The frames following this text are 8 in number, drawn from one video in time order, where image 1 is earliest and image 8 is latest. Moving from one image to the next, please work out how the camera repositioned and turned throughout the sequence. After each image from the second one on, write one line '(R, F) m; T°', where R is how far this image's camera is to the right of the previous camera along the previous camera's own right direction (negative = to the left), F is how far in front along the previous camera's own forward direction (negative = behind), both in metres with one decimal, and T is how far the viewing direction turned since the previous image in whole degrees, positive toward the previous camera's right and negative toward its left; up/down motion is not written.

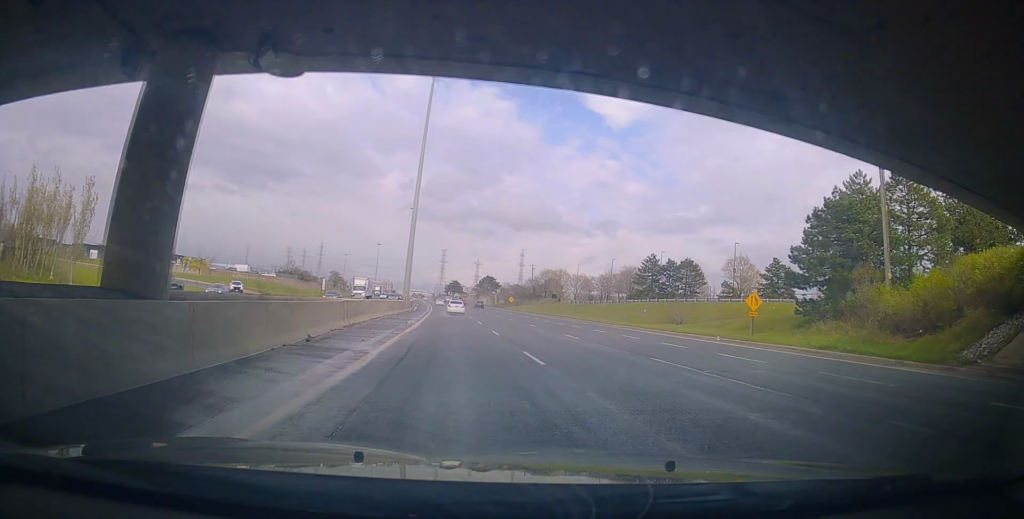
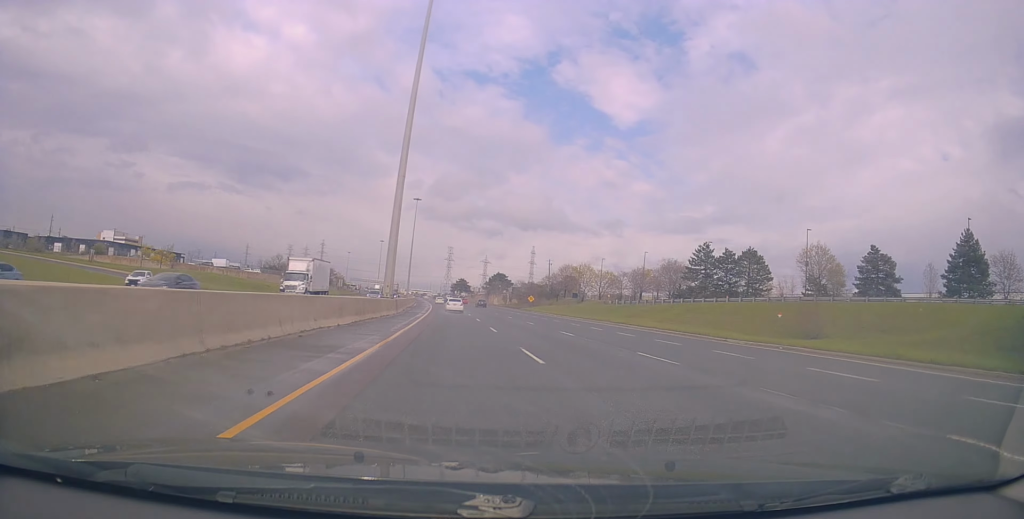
(-0.2, +23.5) m; -1°
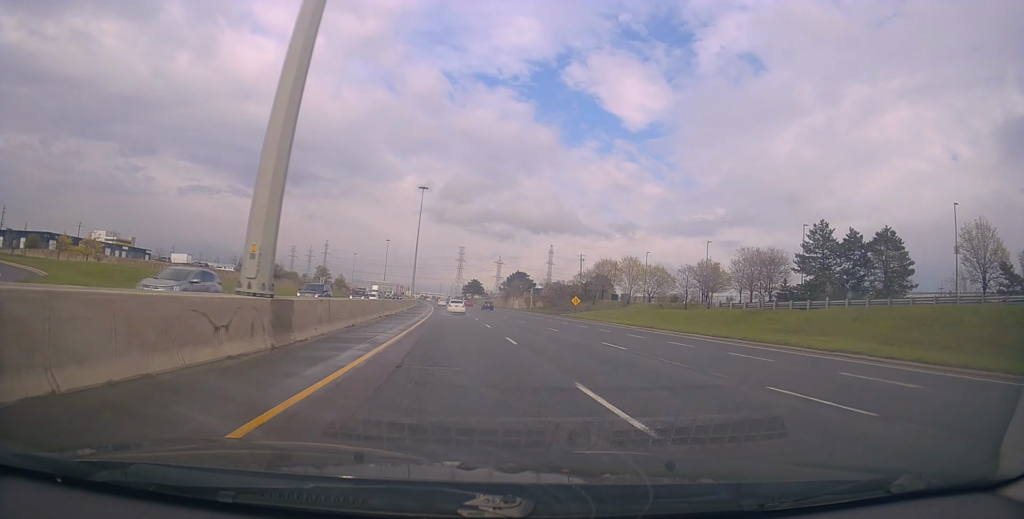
(-0.6, +31.5) m; -1°
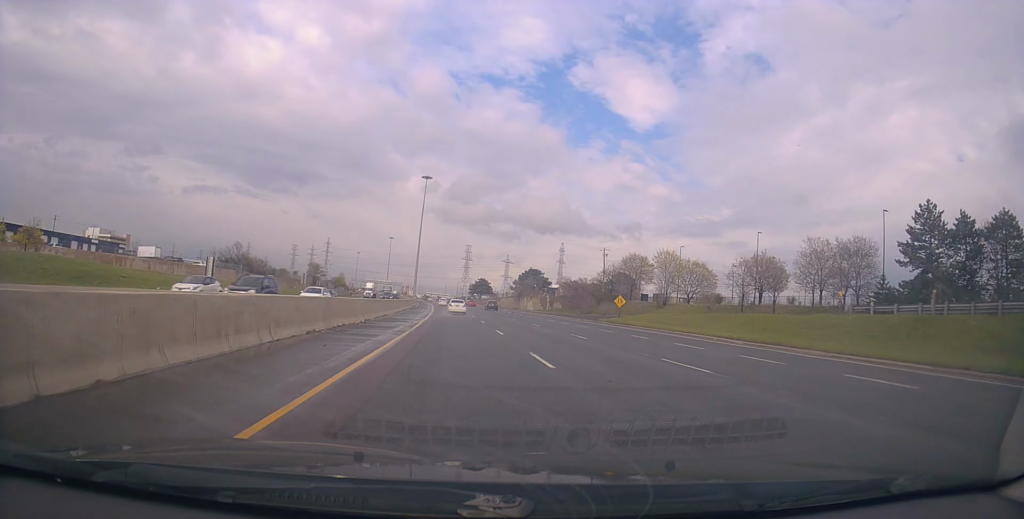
(-0.5, +17.8) m; 0°
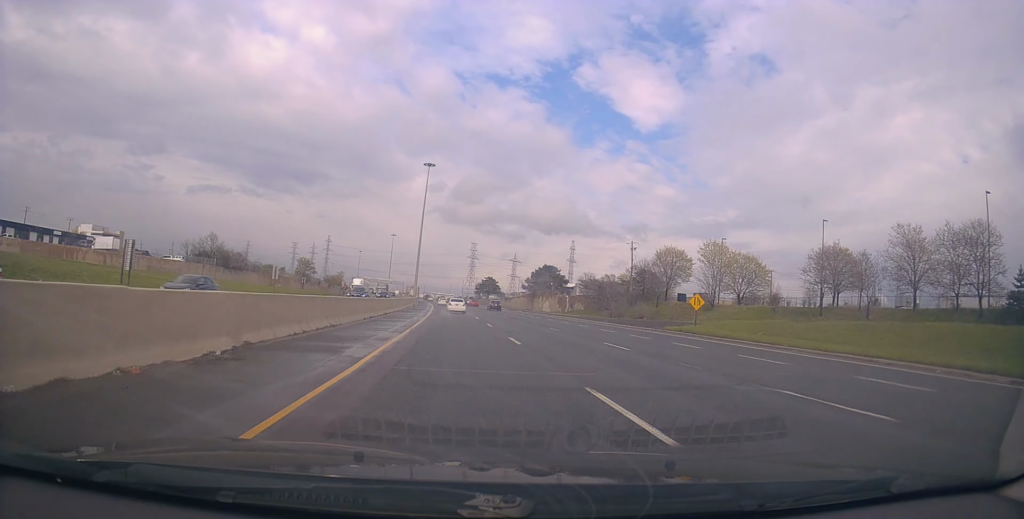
(+0.5, +18.1) m; 0°
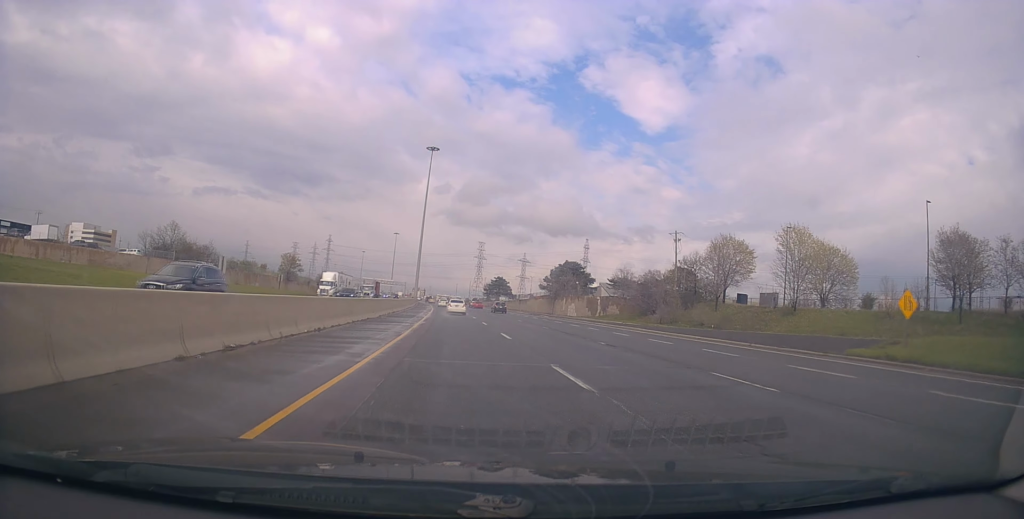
(0.0, +20.9) m; -1°
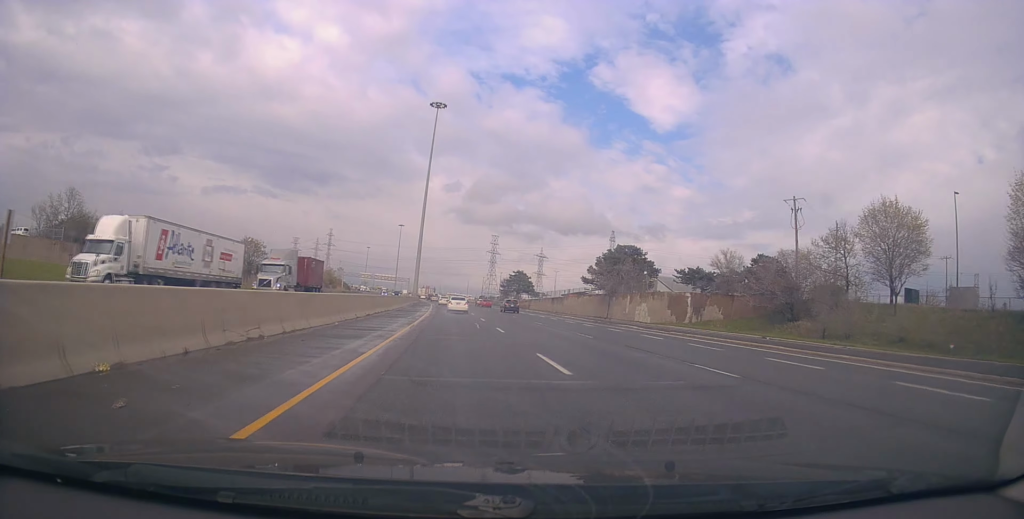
(-1.1, +34.2) m; -2°
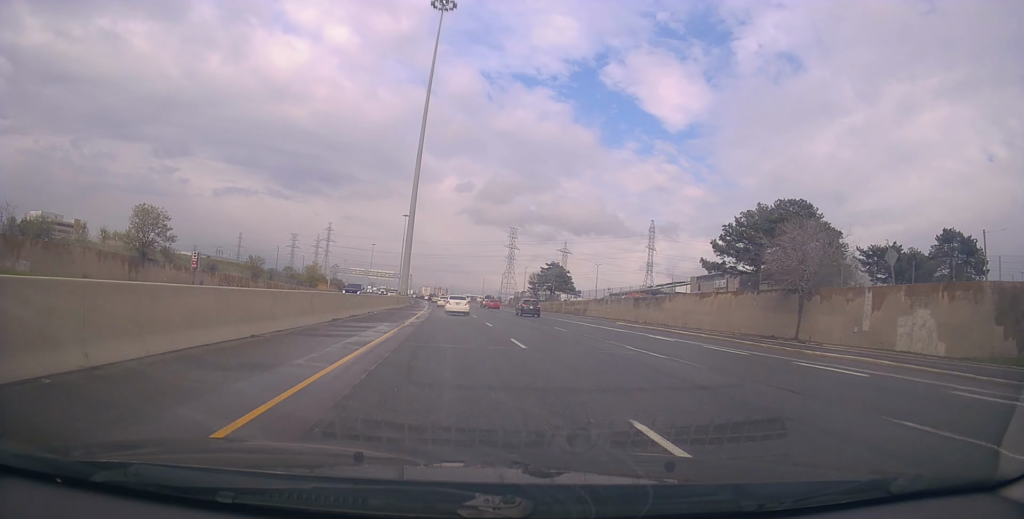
(-0.3, +46.7) m; -1°
